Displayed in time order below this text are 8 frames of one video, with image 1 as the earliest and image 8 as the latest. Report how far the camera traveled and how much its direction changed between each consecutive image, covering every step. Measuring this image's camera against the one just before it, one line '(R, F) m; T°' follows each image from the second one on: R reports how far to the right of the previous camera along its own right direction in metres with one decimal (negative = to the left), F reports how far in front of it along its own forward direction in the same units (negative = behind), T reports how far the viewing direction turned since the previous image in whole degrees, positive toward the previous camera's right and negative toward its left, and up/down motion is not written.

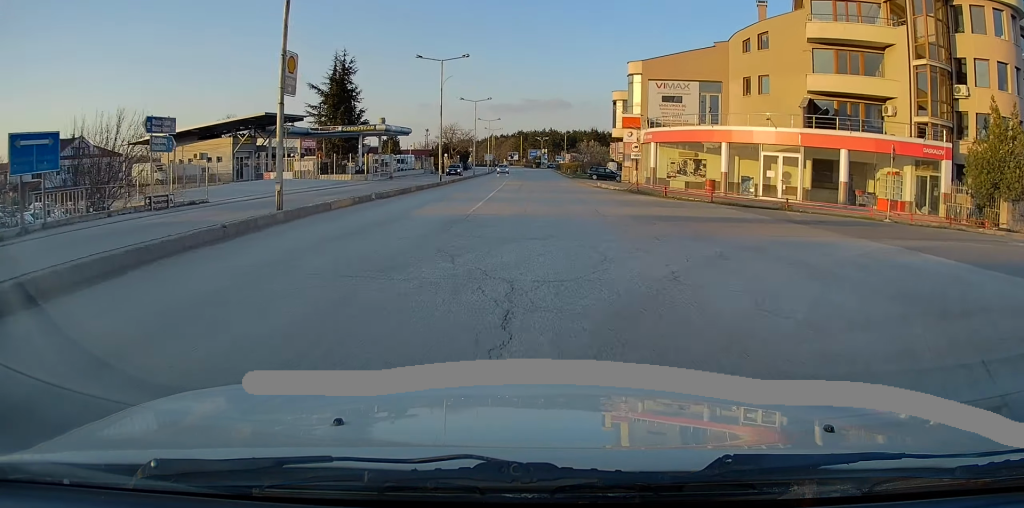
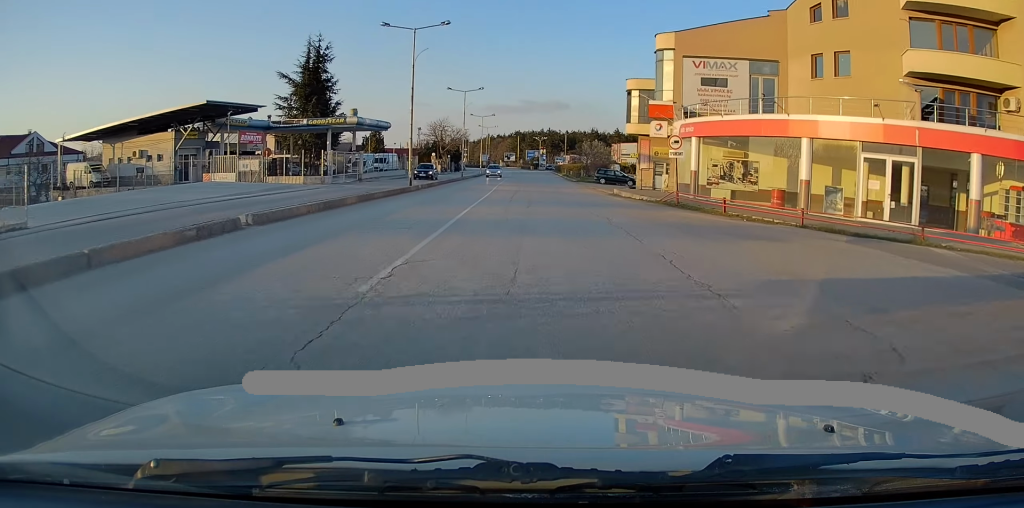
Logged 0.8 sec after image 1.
(-0.1, +10.4) m; 0°
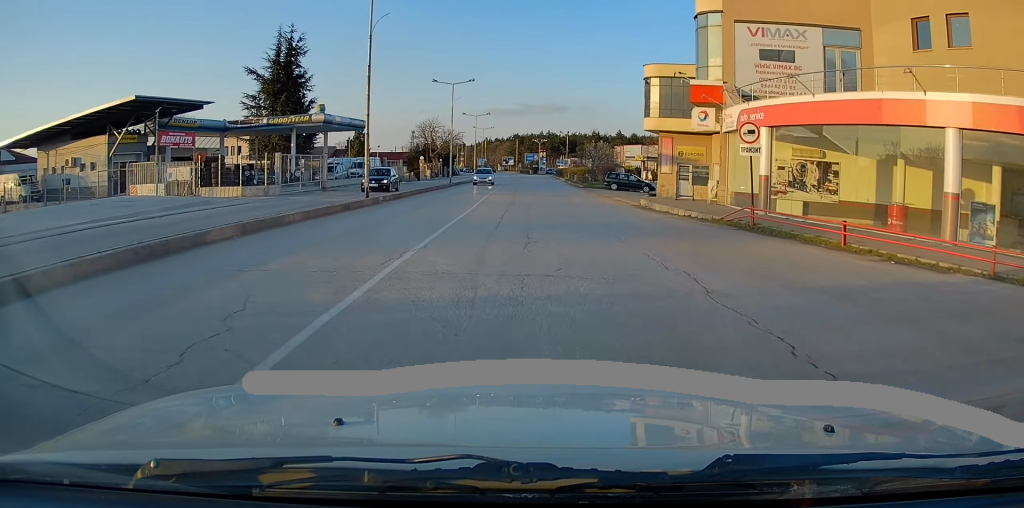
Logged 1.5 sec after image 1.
(0.0, +9.1) m; 0°
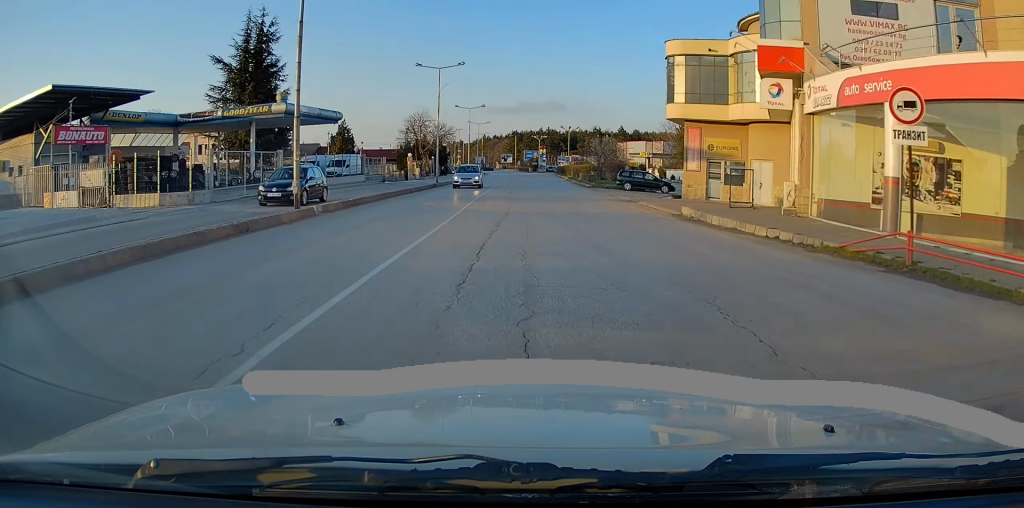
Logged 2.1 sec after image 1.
(0.0, +7.8) m; 0°
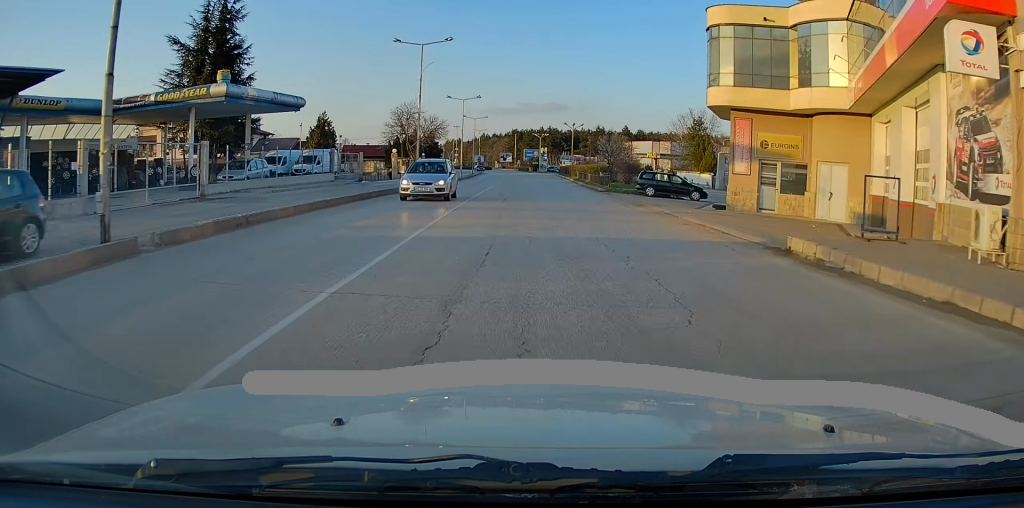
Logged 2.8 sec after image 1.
(0.0, +8.7) m; 0°
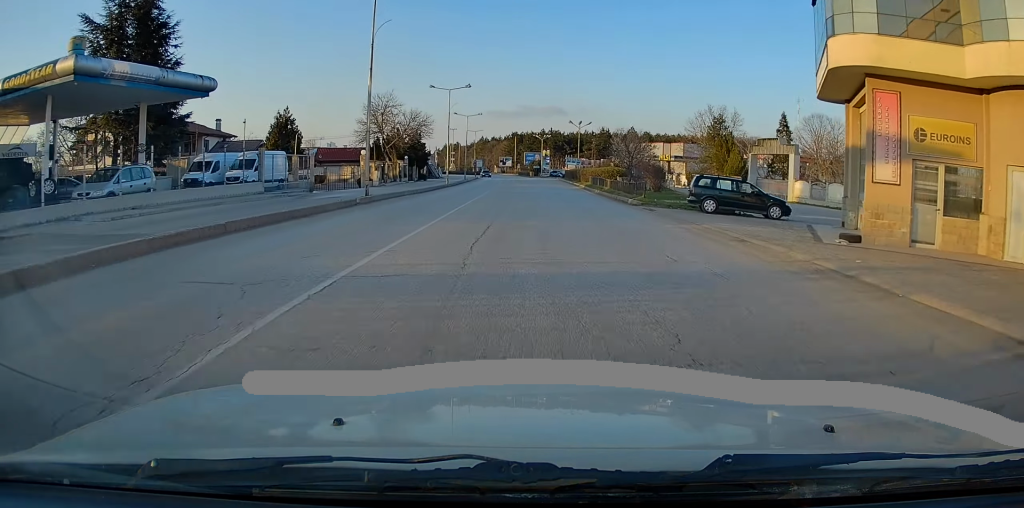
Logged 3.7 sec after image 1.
(0.0, +12.4) m; 0°
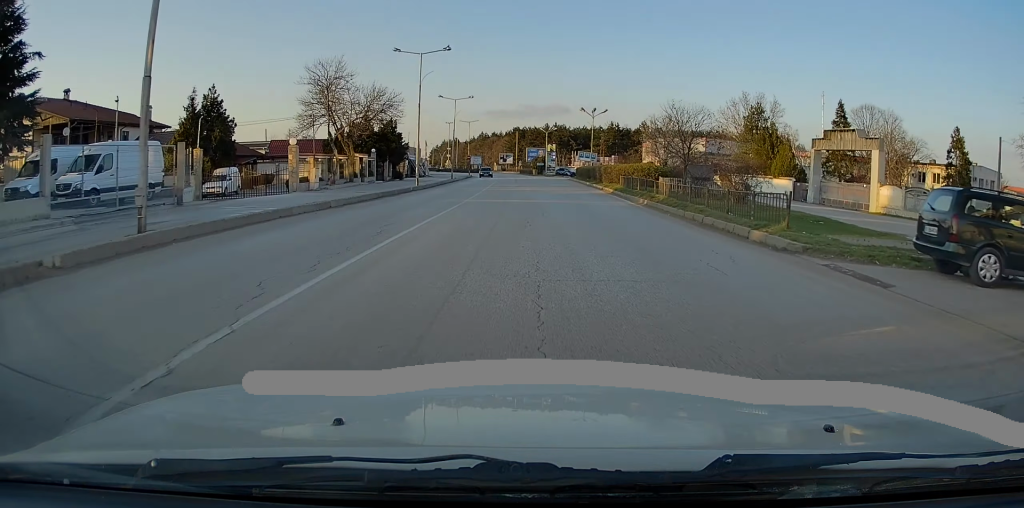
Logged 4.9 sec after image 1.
(-0.1, +16.4) m; 0°
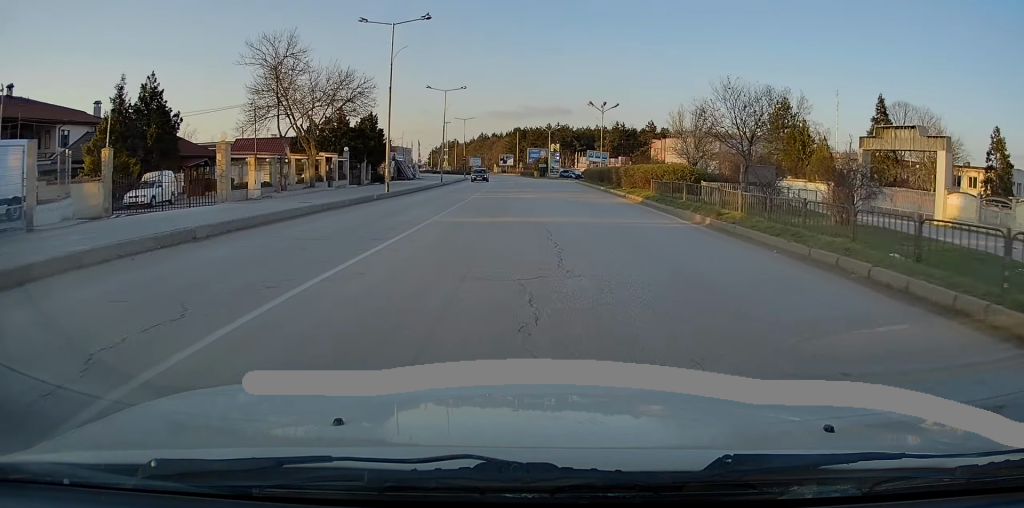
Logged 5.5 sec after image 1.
(0.0, +8.8) m; 0°
